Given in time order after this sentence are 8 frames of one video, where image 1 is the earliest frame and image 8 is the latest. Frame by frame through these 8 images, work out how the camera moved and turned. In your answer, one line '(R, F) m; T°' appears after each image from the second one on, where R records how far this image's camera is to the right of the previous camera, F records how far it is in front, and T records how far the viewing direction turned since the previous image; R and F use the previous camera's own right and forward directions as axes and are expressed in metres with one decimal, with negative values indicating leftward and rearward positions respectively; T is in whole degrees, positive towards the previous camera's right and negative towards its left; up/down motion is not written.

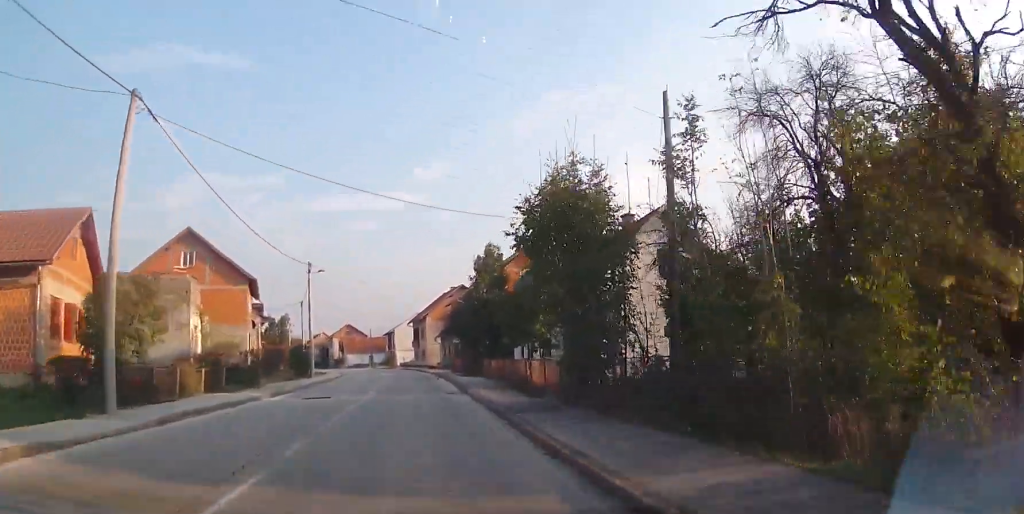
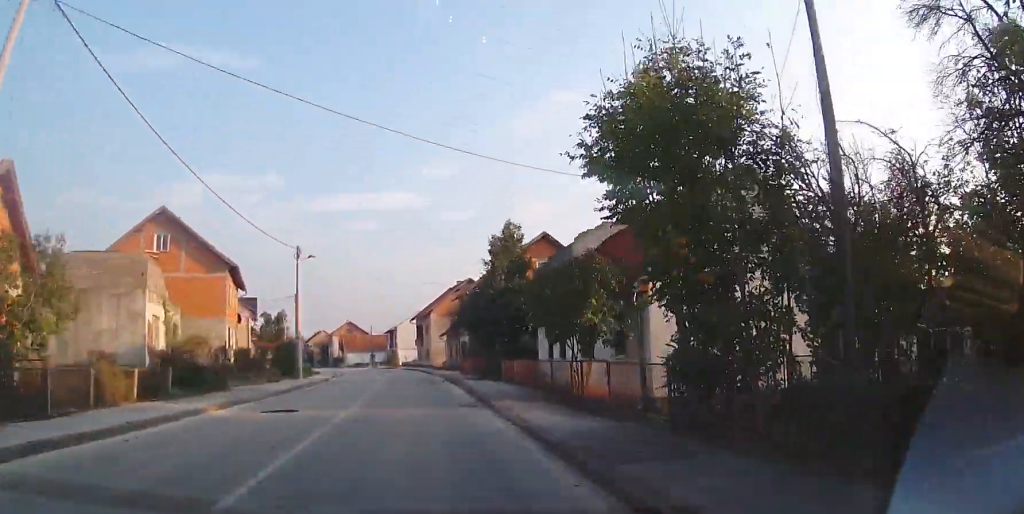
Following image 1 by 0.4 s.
(0.0, +6.0) m; 0°
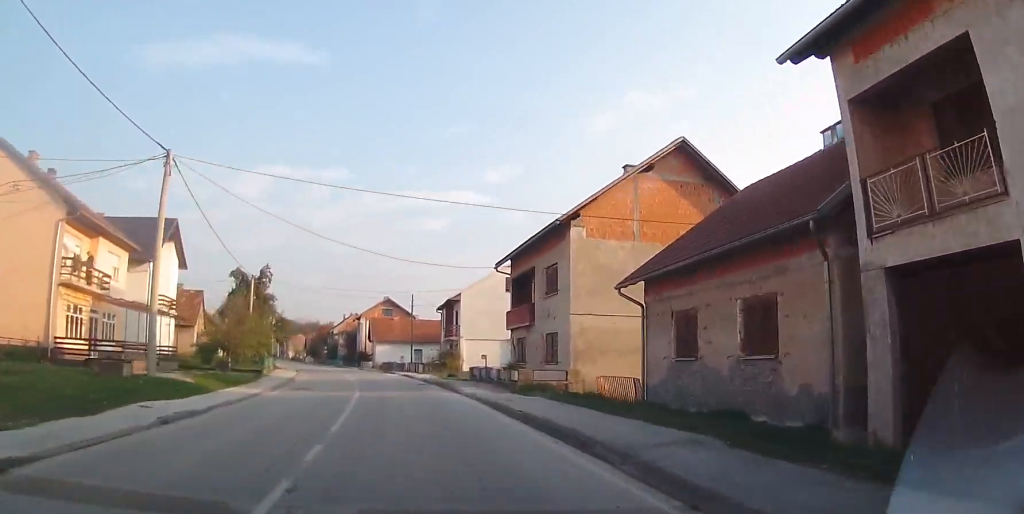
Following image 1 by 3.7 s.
(-2.0, +48.1) m; -5°
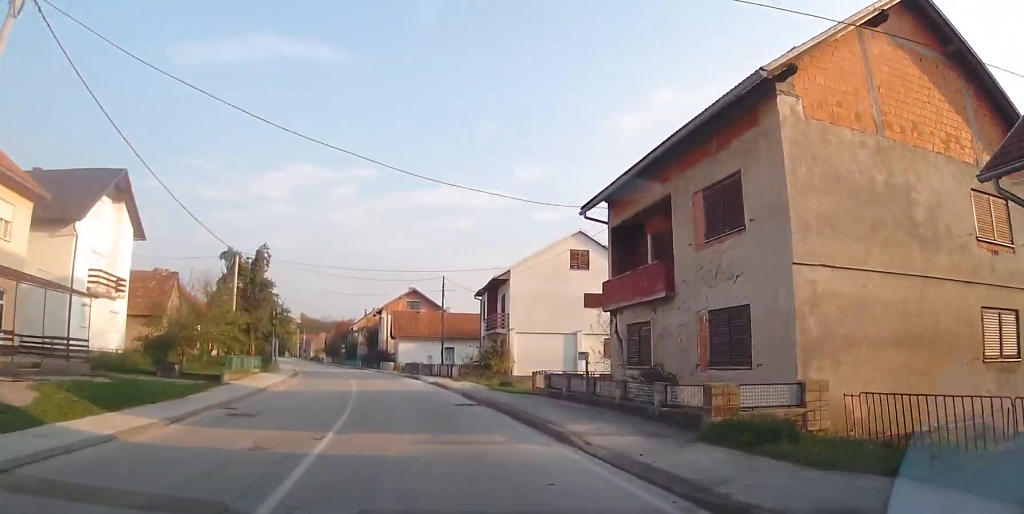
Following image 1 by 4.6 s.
(0.0, +12.8) m; -2°
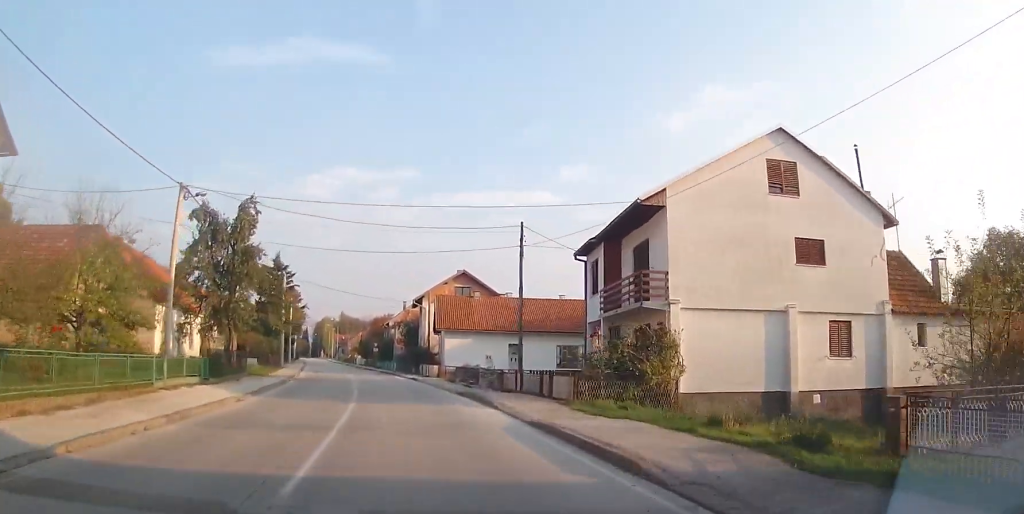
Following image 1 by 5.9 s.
(-1.2, +17.8) m; -5°
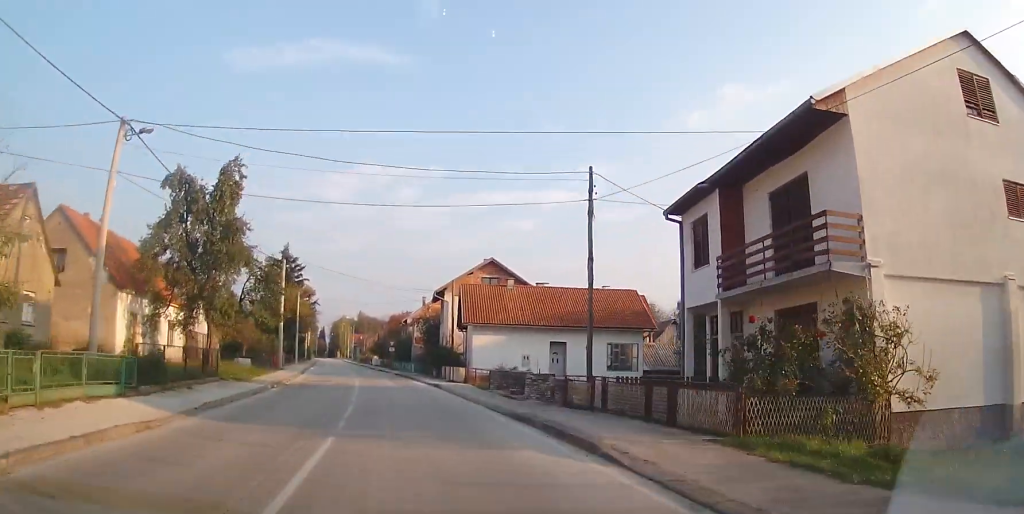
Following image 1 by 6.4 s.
(-0.3, +7.9) m; -1°
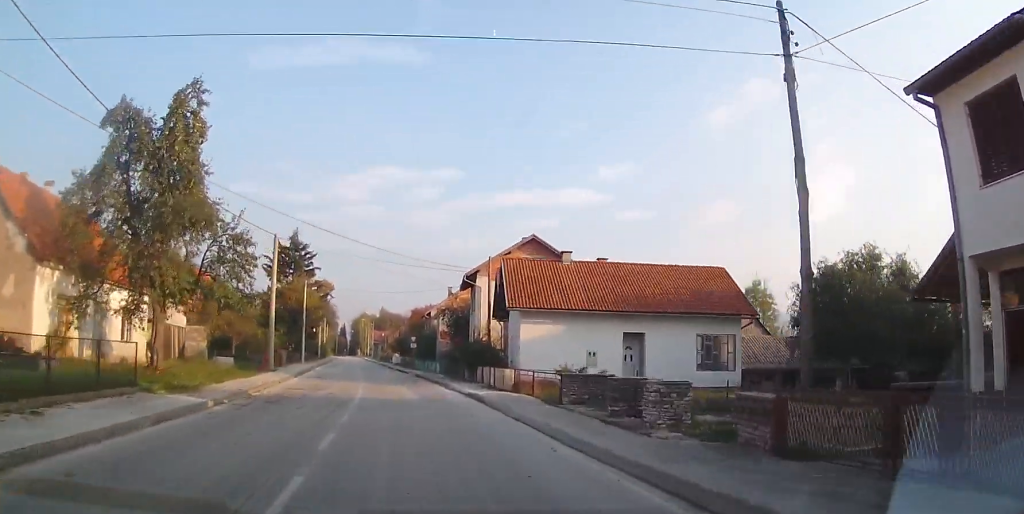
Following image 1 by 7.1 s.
(+0.1, +9.7) m; -1°
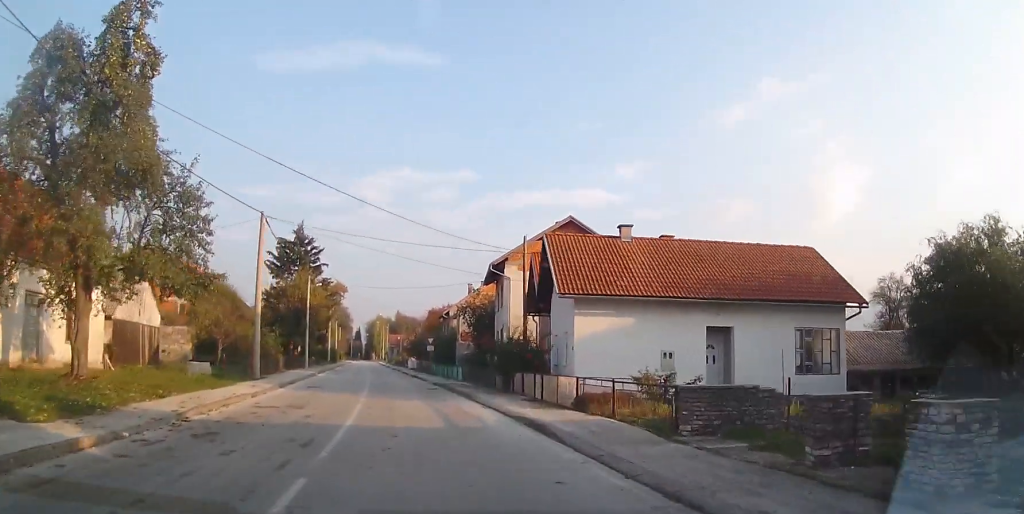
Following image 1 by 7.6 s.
(+0.2, +6.9) m; -1°
